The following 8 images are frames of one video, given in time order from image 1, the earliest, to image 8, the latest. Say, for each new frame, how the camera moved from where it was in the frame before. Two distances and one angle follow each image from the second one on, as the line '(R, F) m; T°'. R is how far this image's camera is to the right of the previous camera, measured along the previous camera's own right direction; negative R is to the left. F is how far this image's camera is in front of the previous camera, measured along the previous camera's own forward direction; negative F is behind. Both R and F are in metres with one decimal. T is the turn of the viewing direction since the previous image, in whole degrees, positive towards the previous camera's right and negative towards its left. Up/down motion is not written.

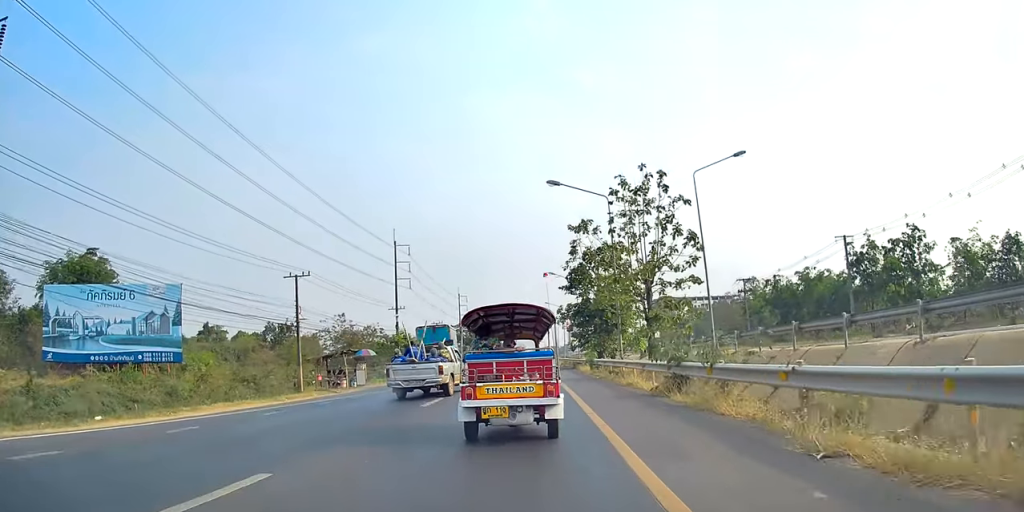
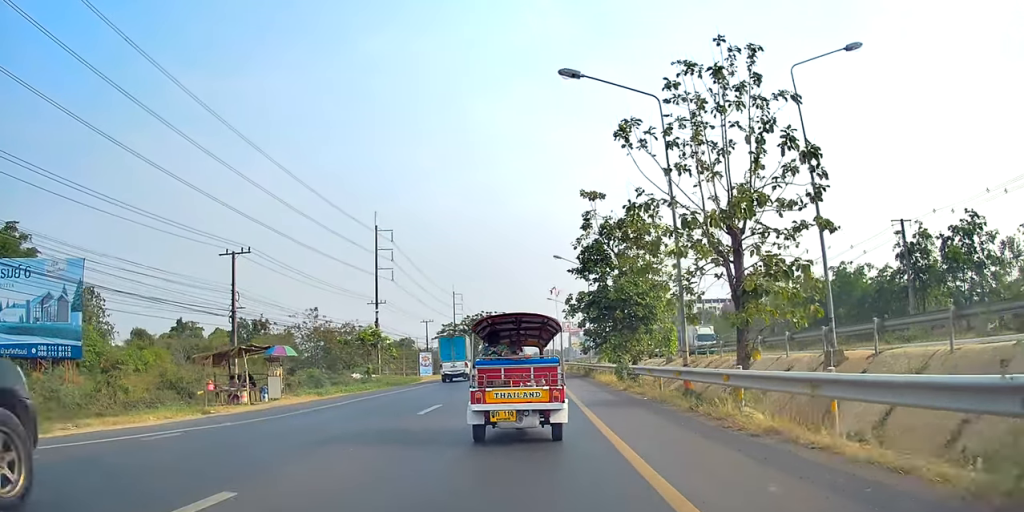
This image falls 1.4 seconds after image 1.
(+0.5, +14.2) m; 0°
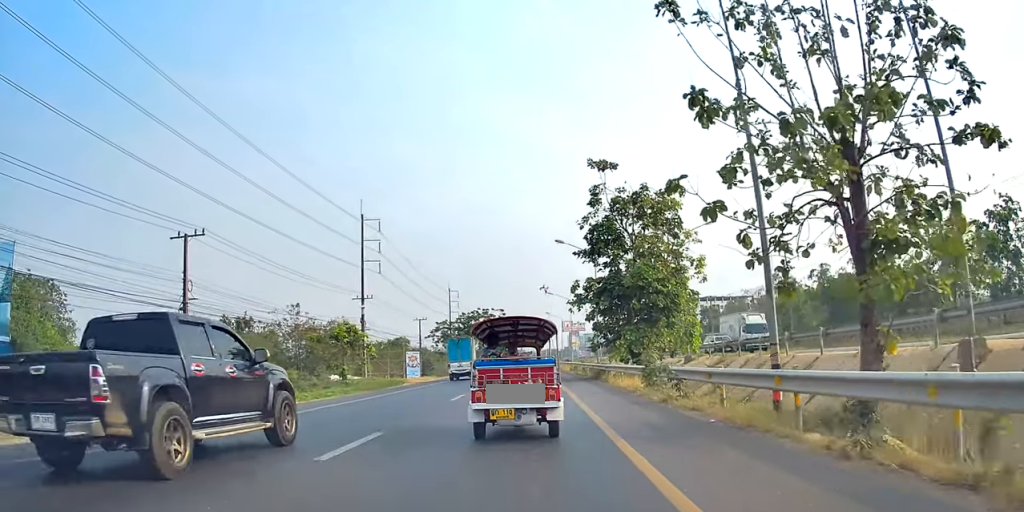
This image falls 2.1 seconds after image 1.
(-0.6, +7.3) m; -2°
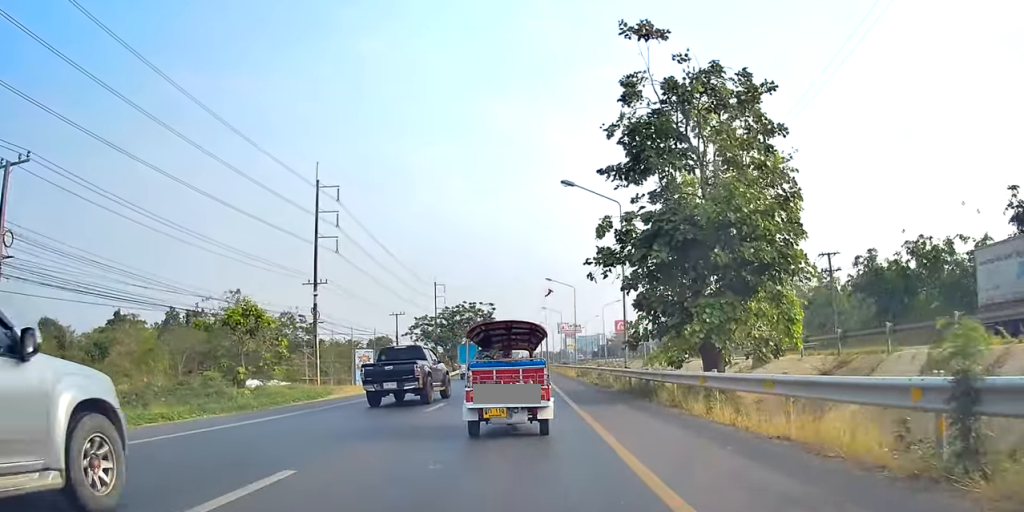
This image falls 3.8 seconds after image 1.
(+0.3, +15.6) m; +1°
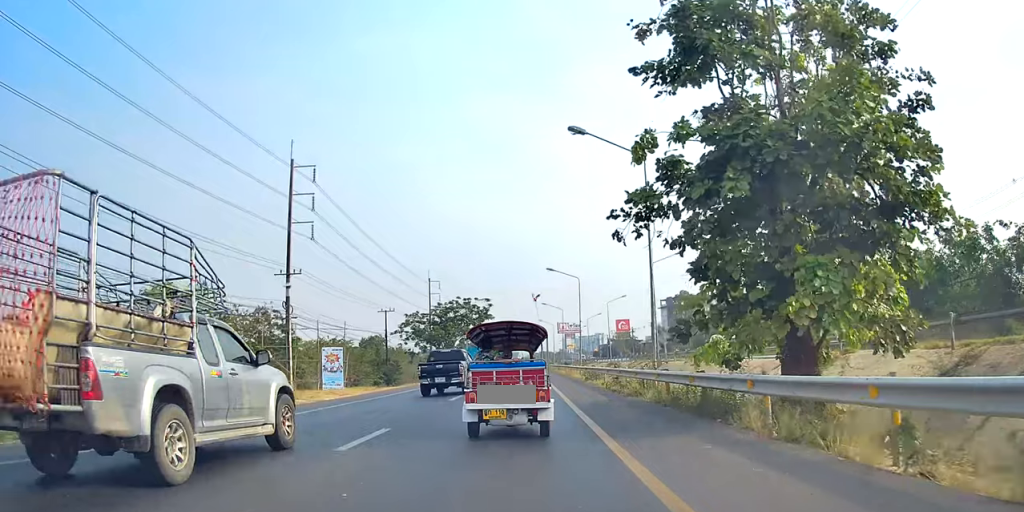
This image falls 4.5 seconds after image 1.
(0.0, +7.3) m; -1°
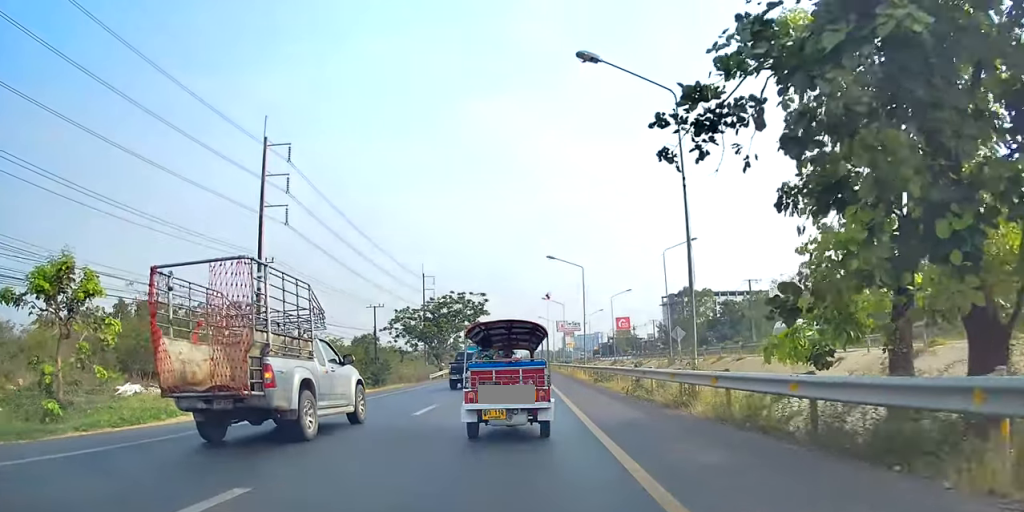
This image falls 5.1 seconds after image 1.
(-0.3, +5.8) m; +1°
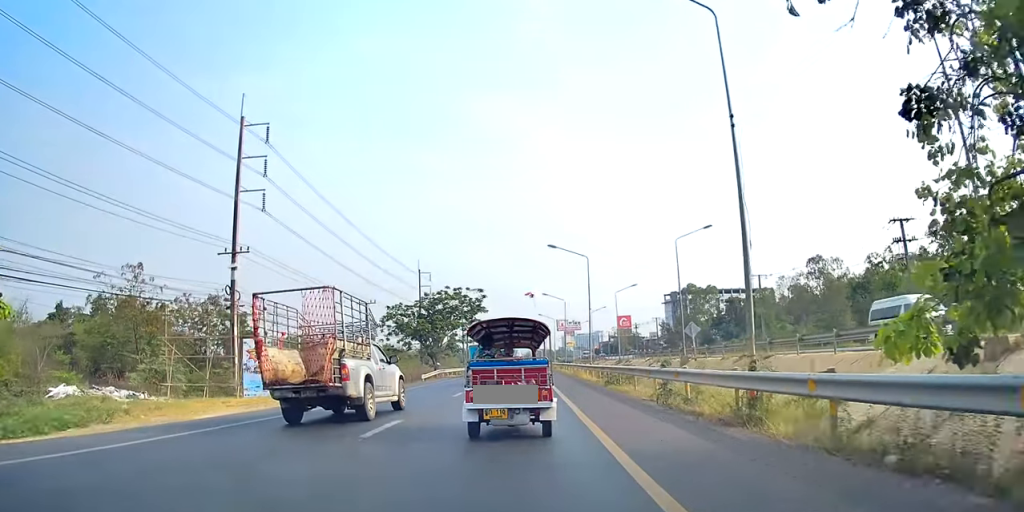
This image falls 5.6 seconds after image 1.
(-0.1, +4.4) m; +1°
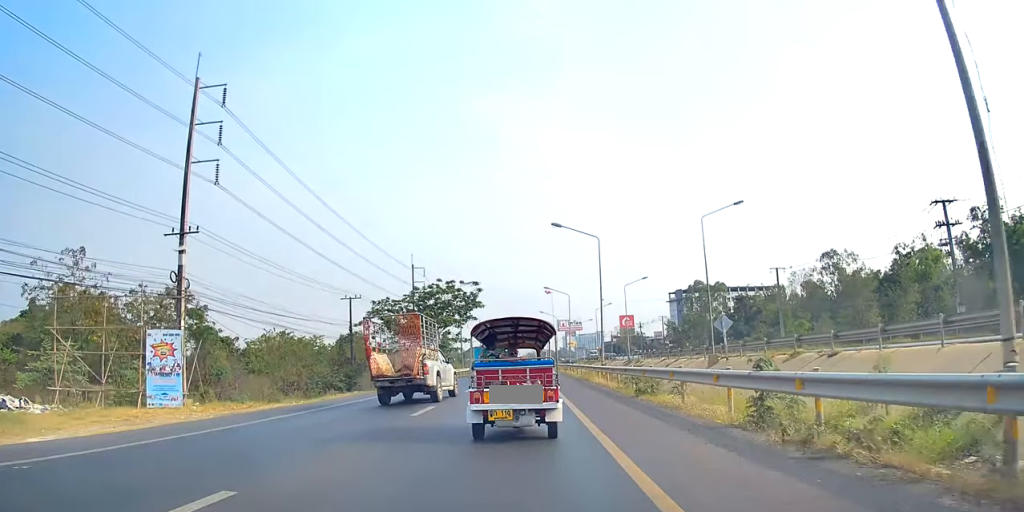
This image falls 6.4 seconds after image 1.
(+0.6, +7.7) m; 0°
